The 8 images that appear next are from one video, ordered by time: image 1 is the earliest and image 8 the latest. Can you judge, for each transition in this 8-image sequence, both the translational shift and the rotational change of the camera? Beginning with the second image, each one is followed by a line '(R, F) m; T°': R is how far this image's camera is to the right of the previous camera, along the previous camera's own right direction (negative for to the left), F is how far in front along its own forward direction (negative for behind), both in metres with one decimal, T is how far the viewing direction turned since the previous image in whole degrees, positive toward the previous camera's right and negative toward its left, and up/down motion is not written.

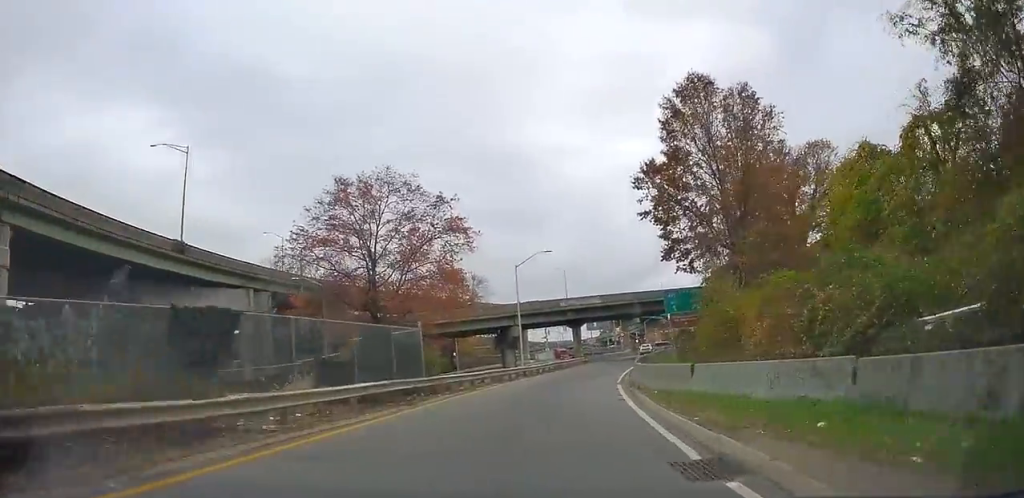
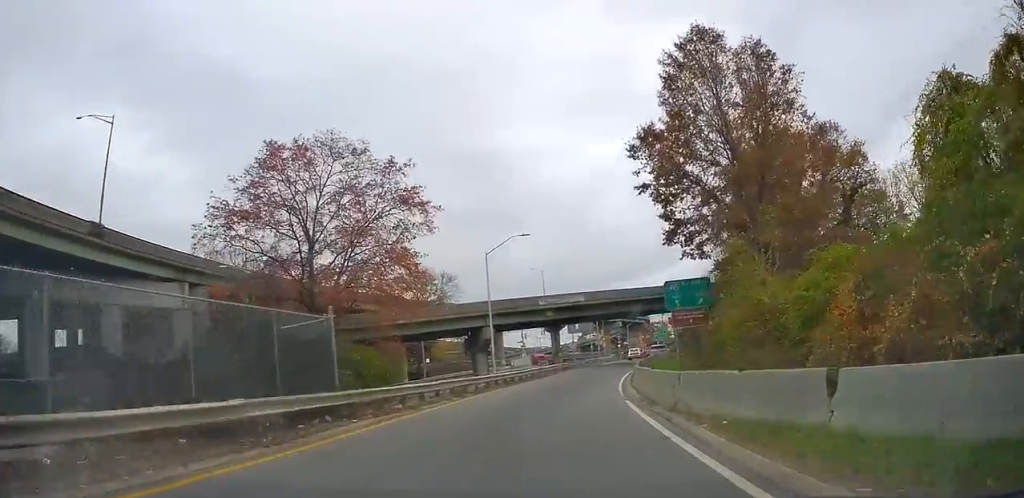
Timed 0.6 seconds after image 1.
(0.0, +8.2) m; +2°
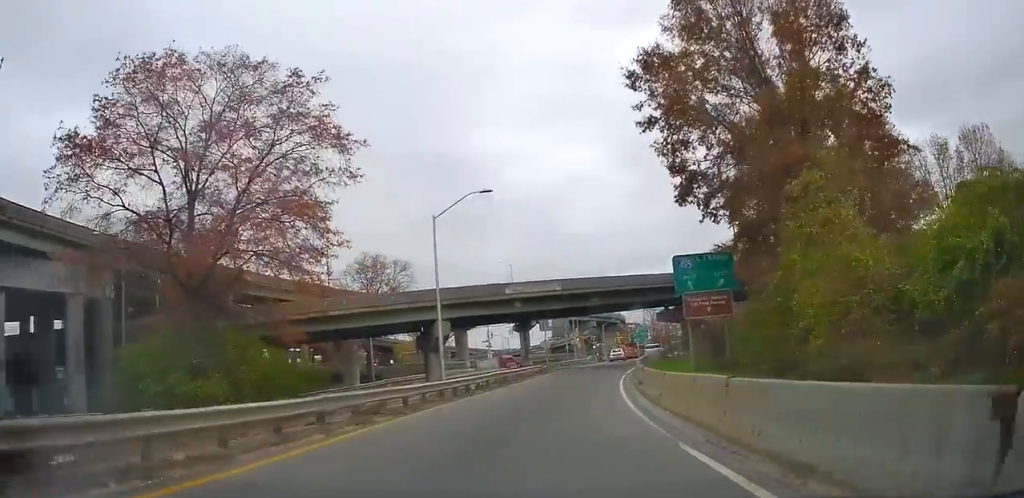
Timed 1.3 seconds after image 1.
(+0.1, +10.5) m; +2°
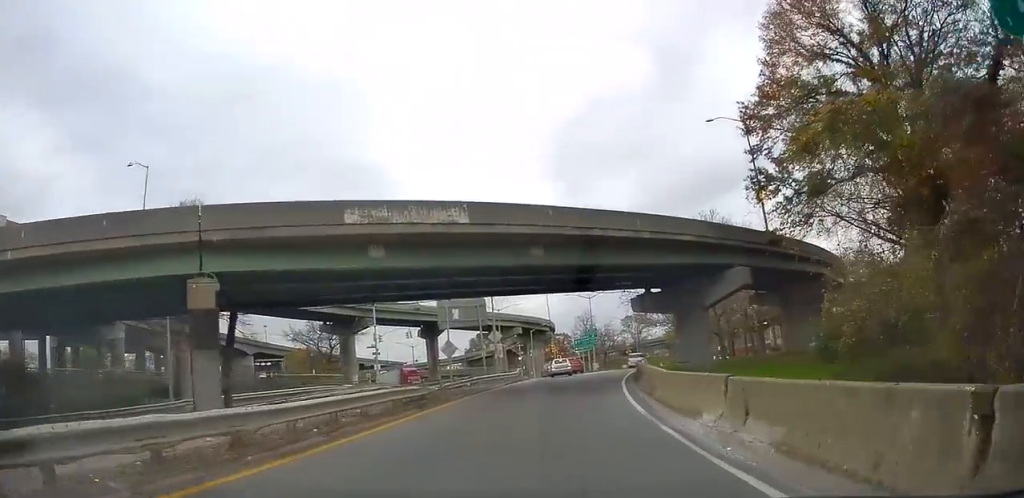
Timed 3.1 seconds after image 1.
(+1.3, +25.7) m; +7°
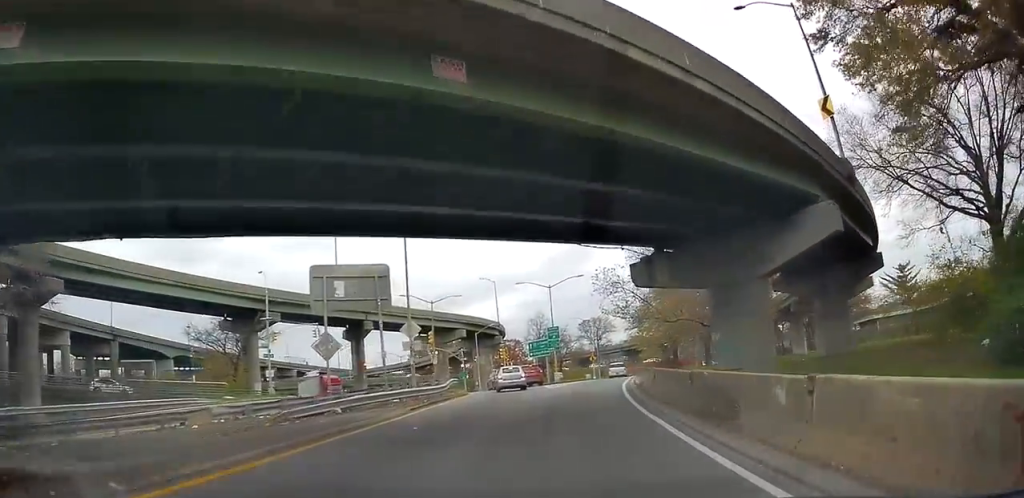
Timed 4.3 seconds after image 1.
(+1.1, +15.6) m; +5°
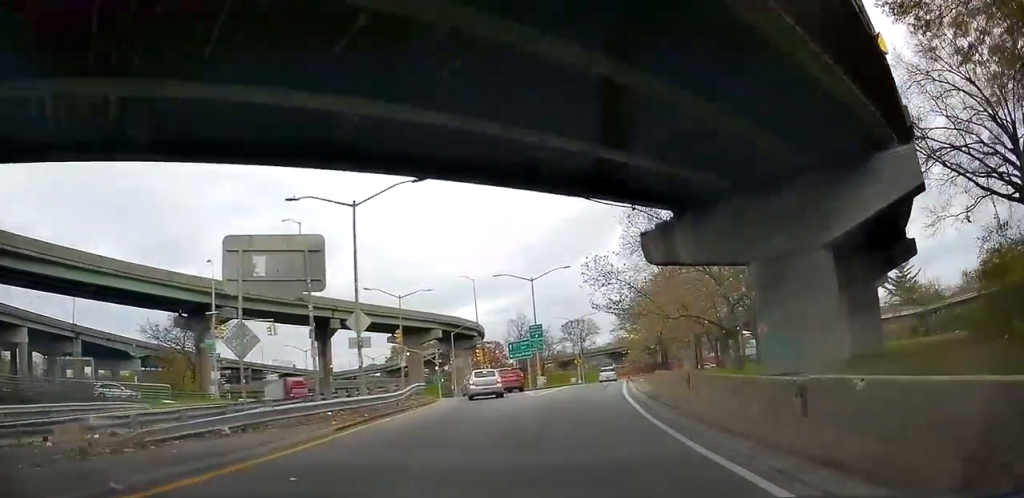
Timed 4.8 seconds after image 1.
(+0.1, +5.9) m; +1°
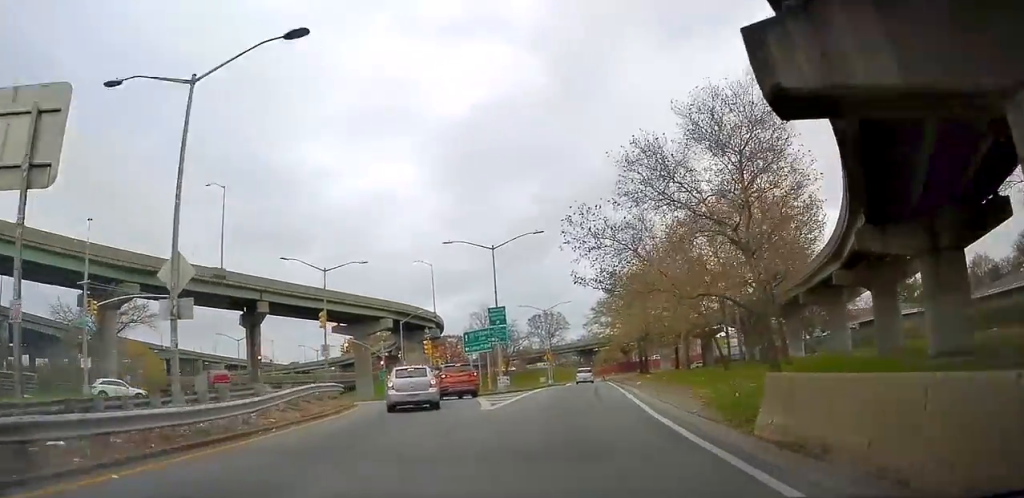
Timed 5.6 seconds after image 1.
(+0.1, +10.7) m; +3°
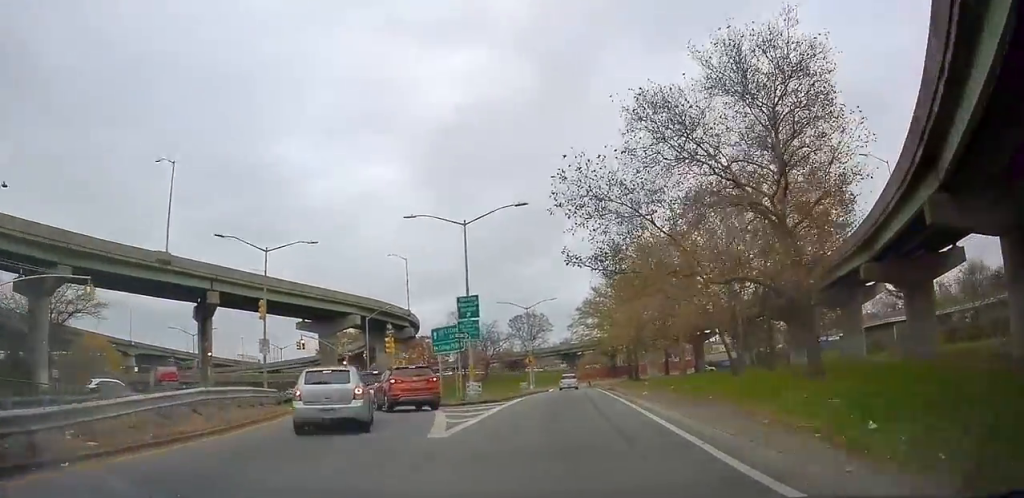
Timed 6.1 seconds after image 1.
(0.0, +6.3) m; +2°
